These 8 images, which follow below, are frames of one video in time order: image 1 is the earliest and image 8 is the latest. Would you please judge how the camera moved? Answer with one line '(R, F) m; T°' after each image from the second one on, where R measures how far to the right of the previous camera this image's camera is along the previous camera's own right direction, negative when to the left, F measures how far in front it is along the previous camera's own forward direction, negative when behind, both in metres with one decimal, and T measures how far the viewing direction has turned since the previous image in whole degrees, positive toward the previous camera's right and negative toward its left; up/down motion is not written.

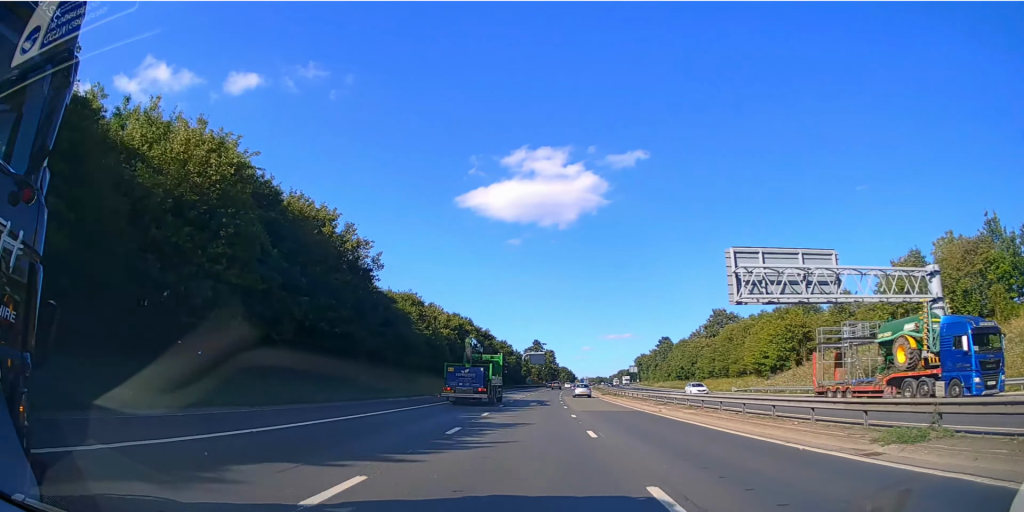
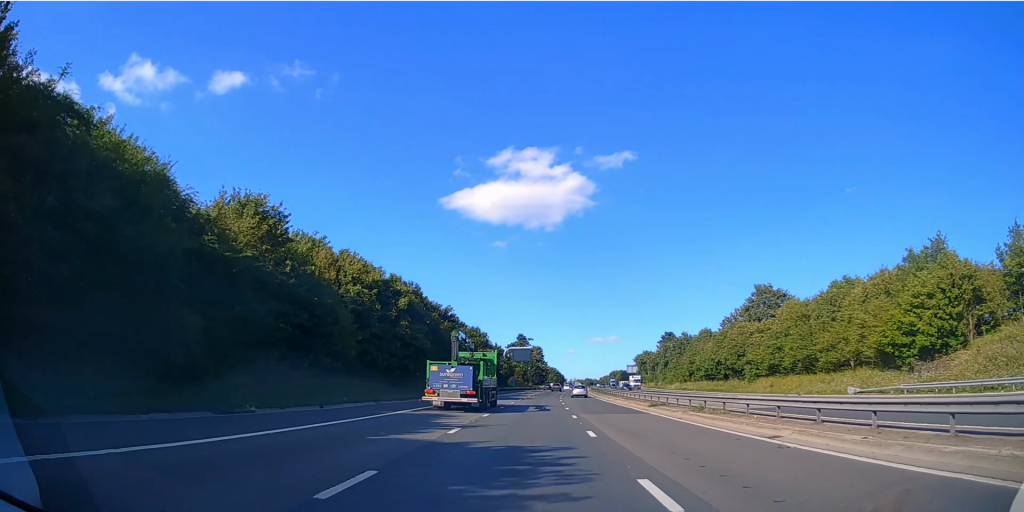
(+0.7, +36.8) m; +2°
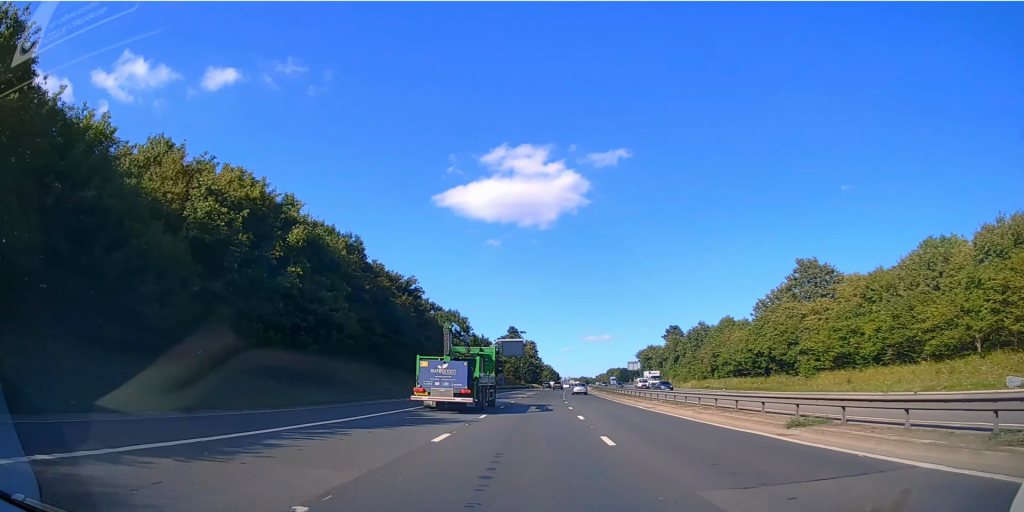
(+0.2, +21.3) m; +1°
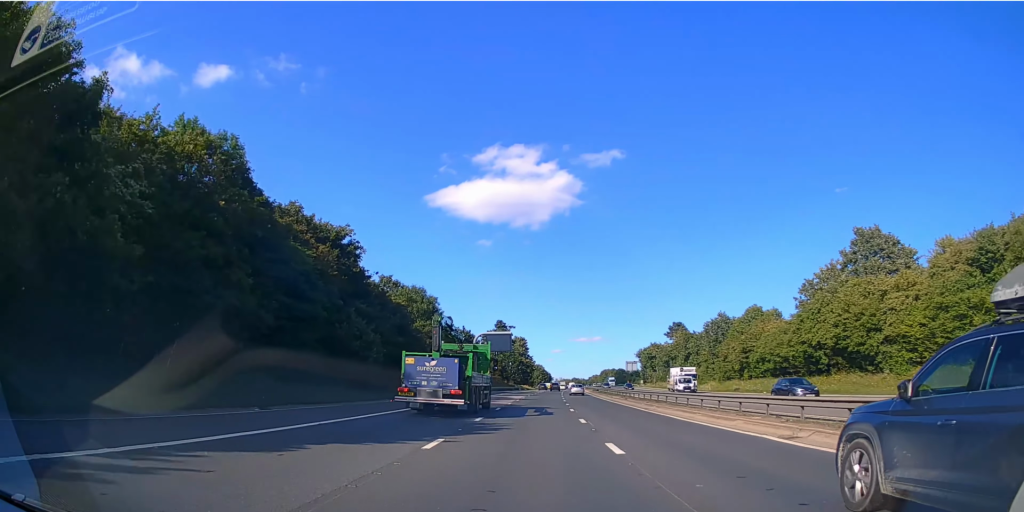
(0.0, +20.3) m; +1°
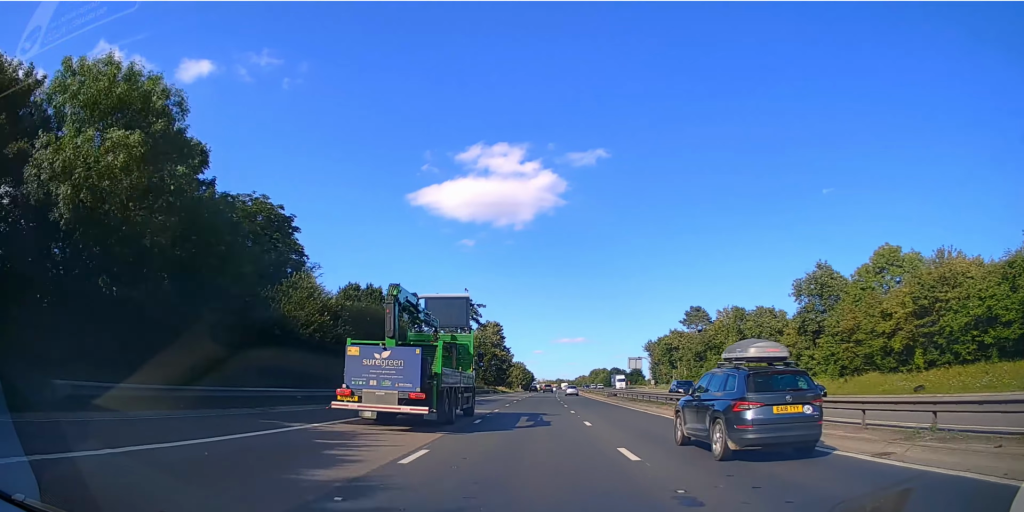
(+1.0, +46.3) m; +2°
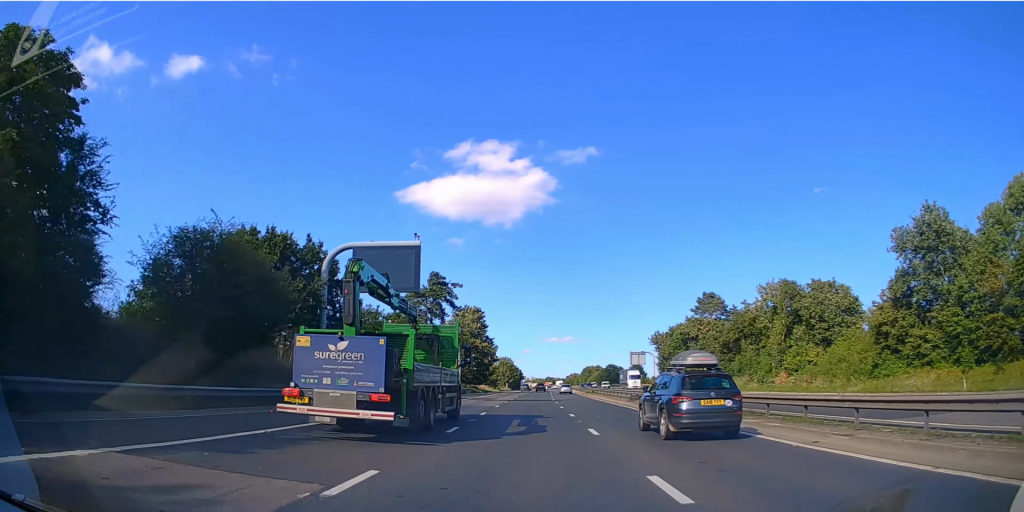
(+0.1, +21.2) m; 0°
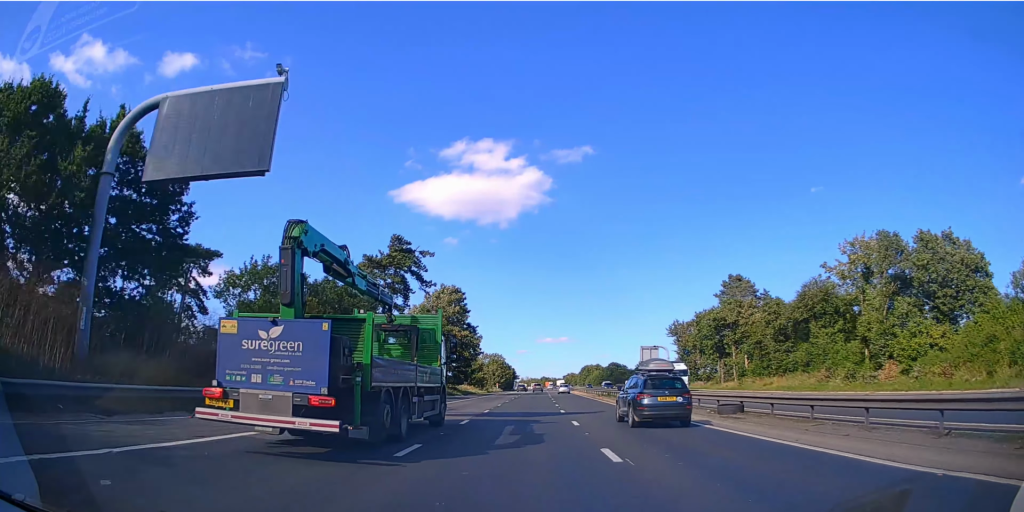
(0.0, +22.6) m; 0°
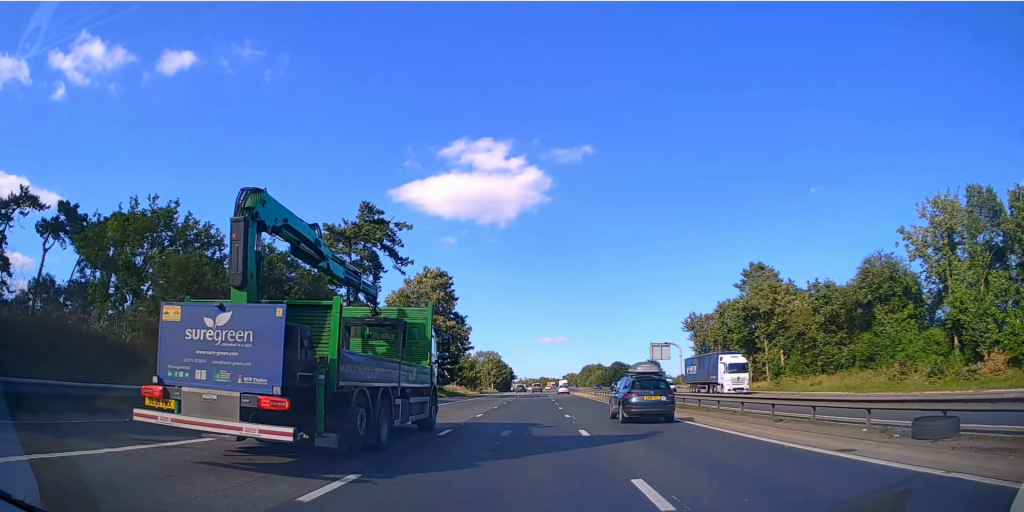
(+0.1, +12.2) m; 0°
